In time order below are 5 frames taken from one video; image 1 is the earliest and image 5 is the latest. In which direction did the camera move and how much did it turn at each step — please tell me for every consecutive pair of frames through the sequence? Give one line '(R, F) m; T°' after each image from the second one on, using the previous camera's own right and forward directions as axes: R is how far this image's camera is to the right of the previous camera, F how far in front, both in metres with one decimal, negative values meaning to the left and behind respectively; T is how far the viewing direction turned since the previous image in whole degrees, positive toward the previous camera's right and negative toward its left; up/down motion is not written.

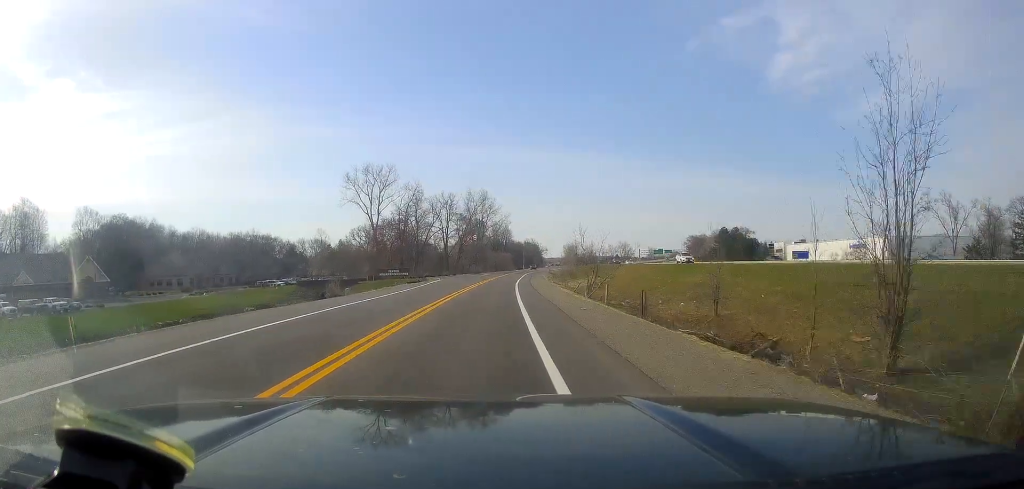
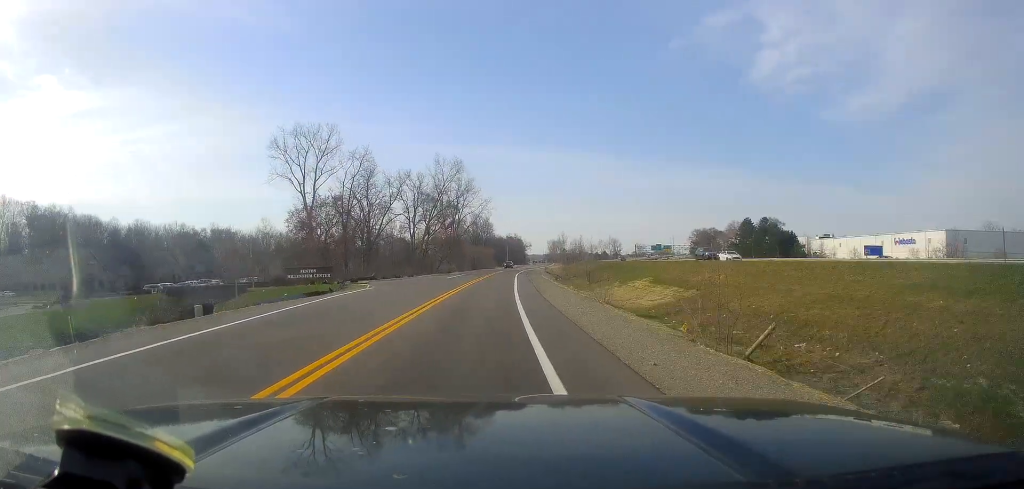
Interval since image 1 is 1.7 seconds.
(+1.1, +36.6) m; +3°
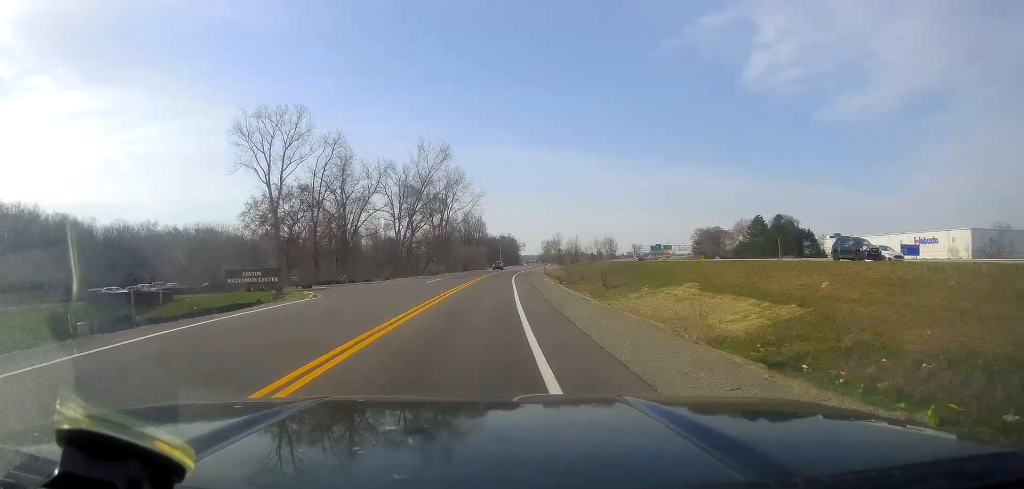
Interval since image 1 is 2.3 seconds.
(+0.2, +13.0) m; 0°
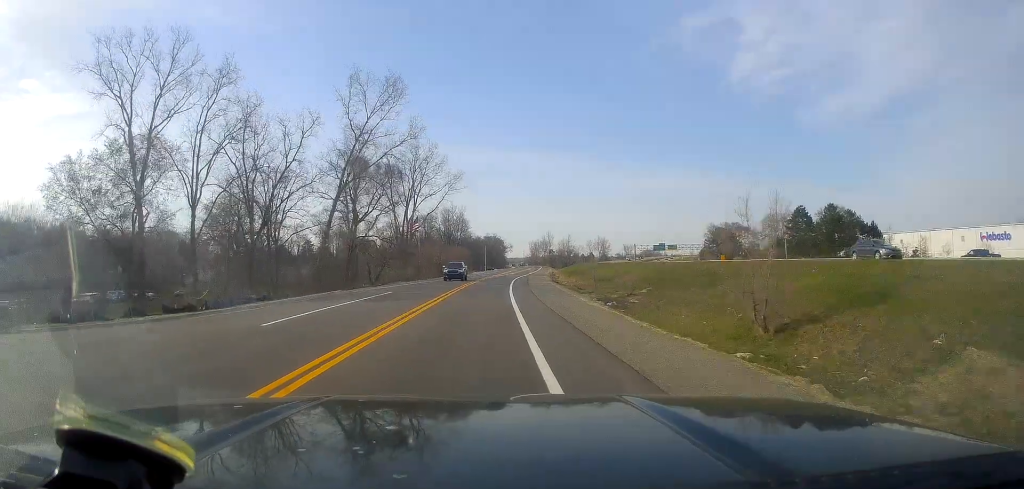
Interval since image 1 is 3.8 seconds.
(-0.2, +33.5) m; +1°
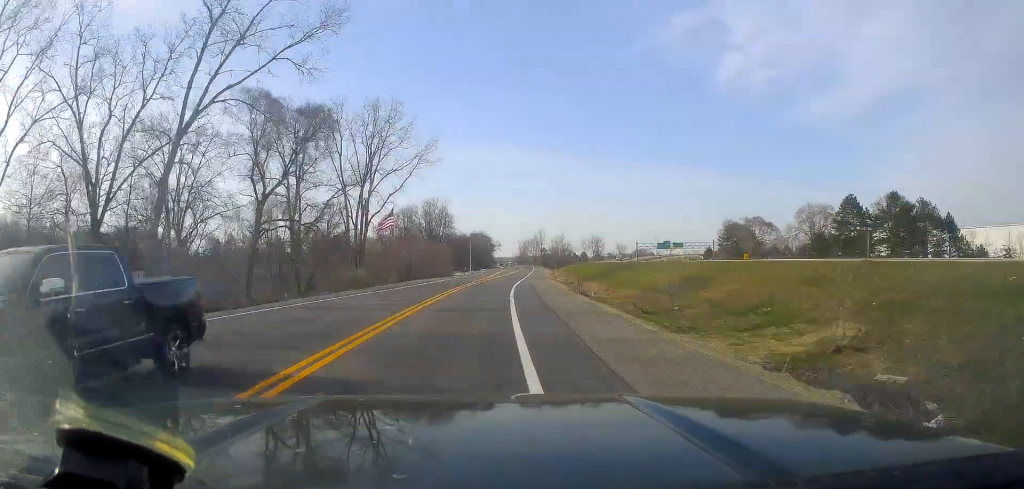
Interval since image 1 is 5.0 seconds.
(+0.6, +27.1) m; +2°
